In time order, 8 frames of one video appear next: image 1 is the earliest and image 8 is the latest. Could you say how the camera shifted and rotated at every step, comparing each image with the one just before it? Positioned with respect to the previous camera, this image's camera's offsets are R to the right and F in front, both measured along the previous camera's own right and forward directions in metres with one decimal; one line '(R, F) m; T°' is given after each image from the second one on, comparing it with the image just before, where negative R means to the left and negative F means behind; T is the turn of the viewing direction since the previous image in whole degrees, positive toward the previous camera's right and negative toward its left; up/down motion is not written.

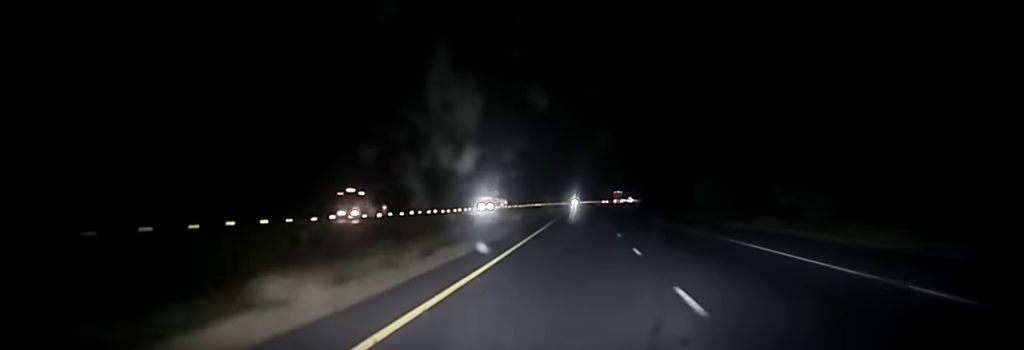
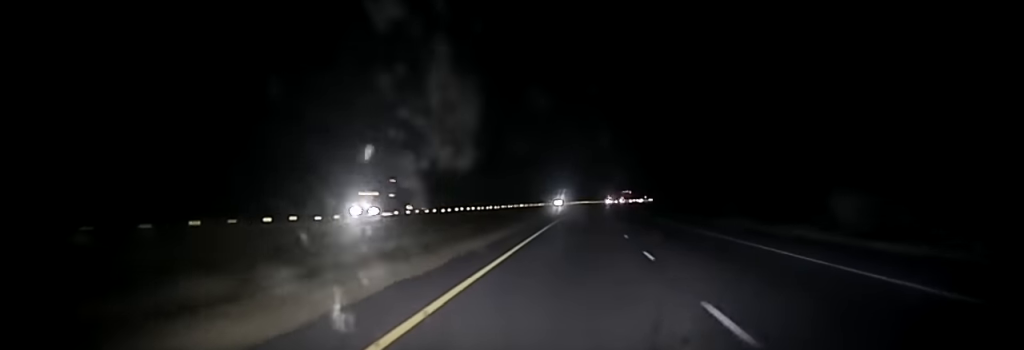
(+0.2, +50.0) m; +1°
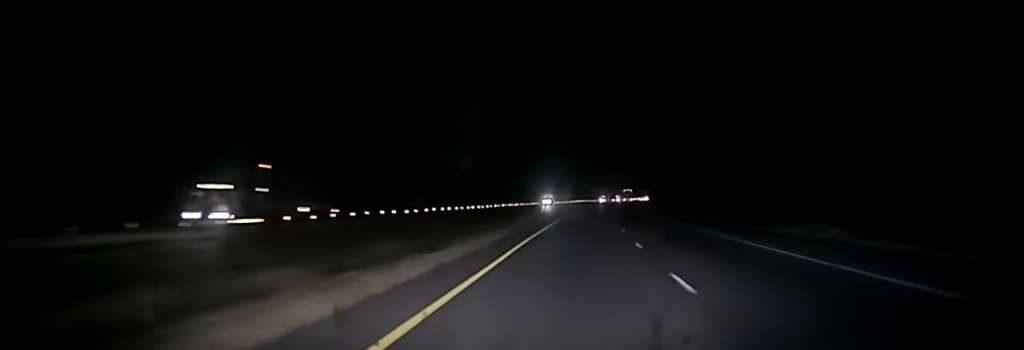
(+0.1, +21.2) m; 0°
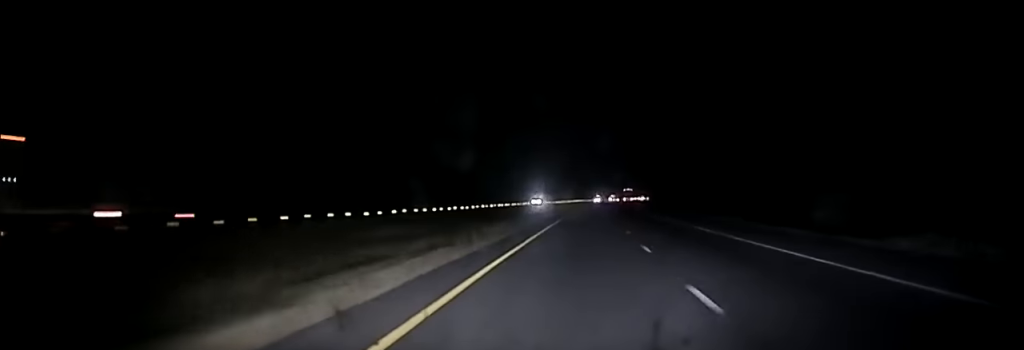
(+0.1, +16.1) m; 0°
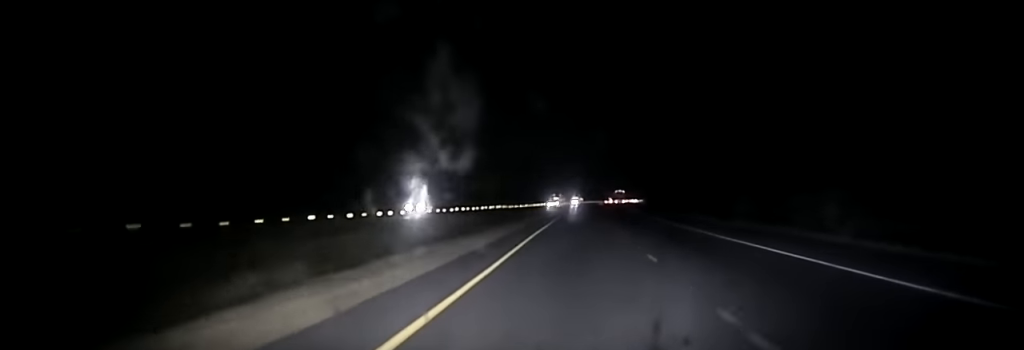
(+0.7, +86.2) m; +2°
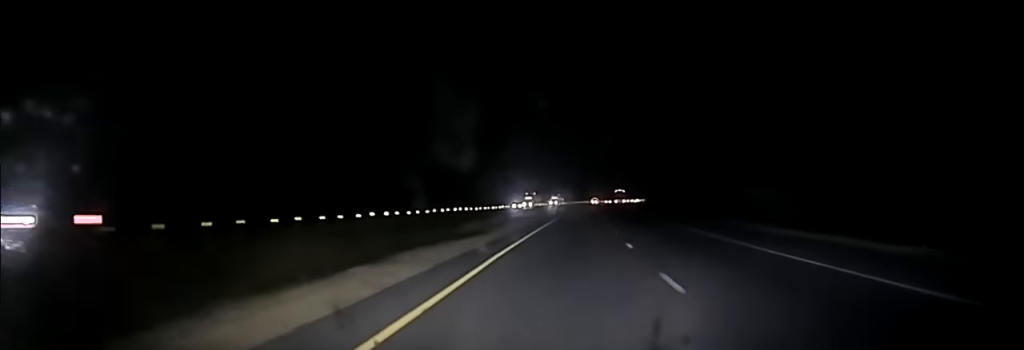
(+0.4, +40.9) m; +1°
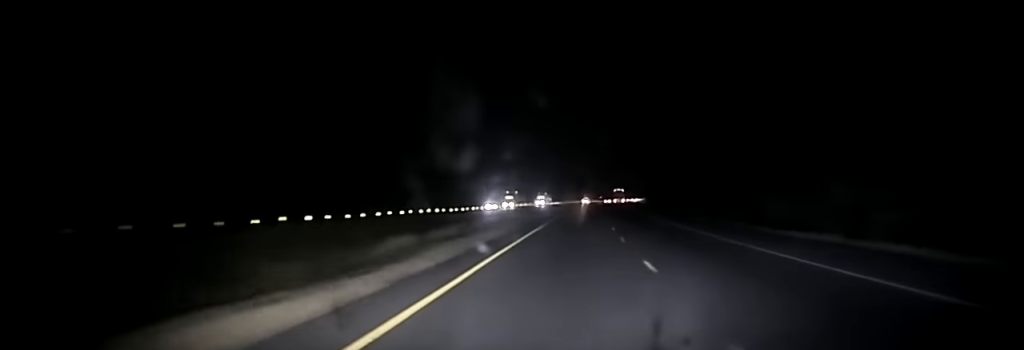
(0.0, +18.3) m; 0°
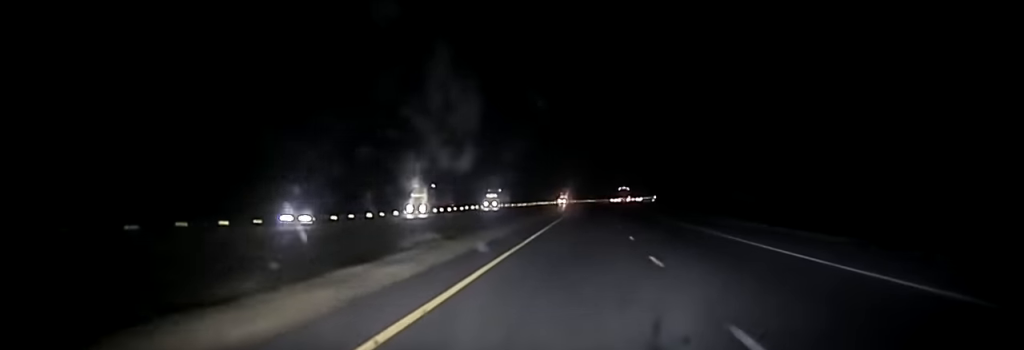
(+0.1, +51.5) m; 0°
